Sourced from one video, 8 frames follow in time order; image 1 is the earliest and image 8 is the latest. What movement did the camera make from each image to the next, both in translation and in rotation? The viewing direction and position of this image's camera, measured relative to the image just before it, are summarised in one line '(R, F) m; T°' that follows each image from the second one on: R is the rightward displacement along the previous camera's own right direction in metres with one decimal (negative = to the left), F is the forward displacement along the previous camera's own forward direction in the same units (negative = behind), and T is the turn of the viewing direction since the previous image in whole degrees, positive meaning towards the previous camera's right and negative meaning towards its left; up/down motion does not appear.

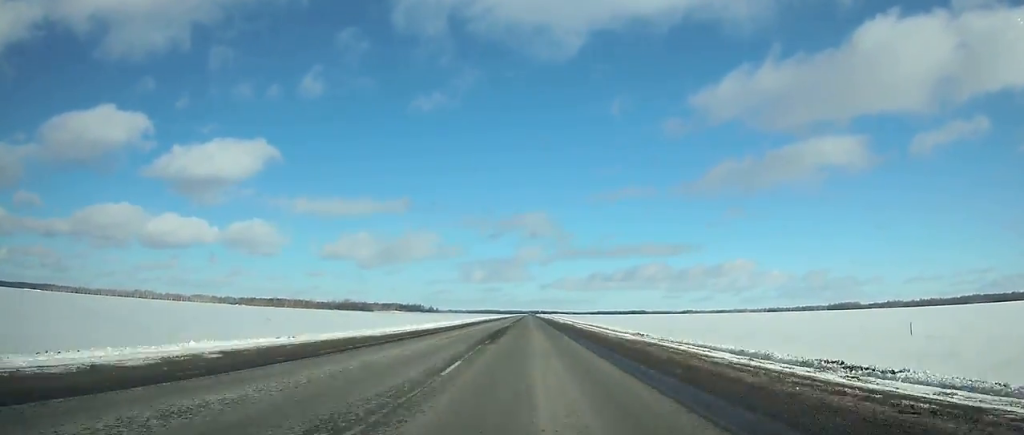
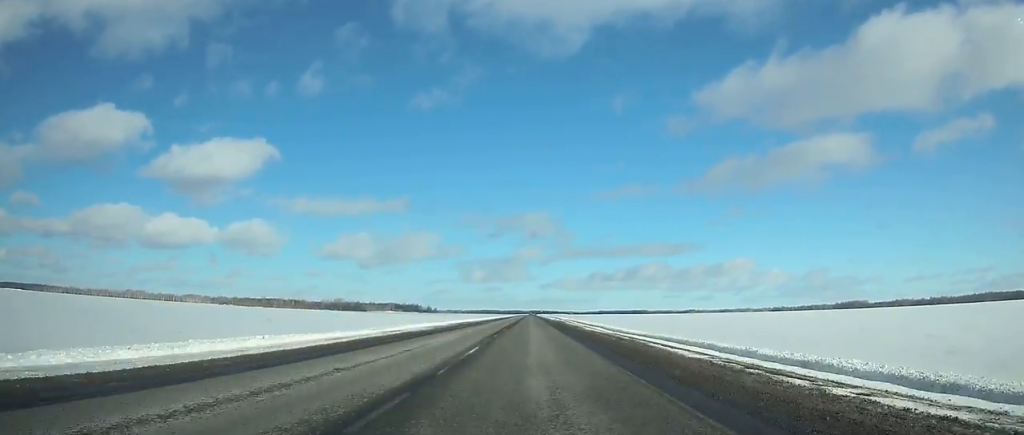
(+0.1, +42.7) m; 0°
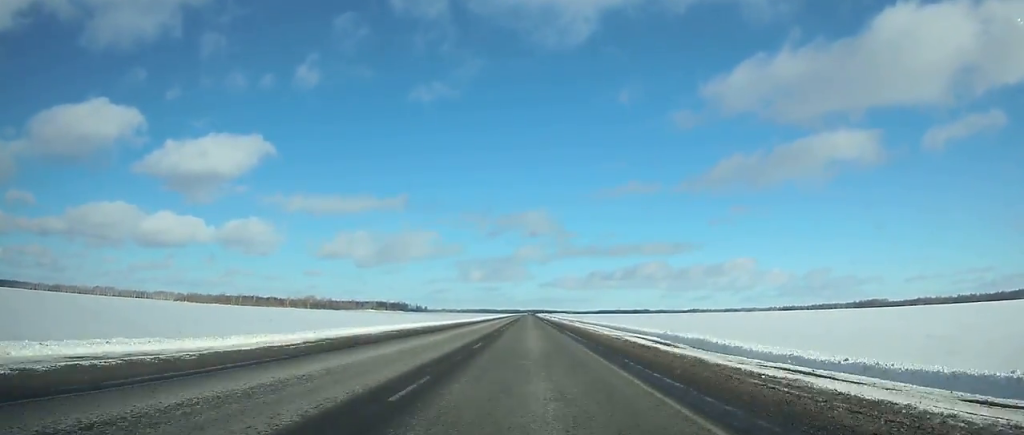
(+0.4, +119.8) m; 0°
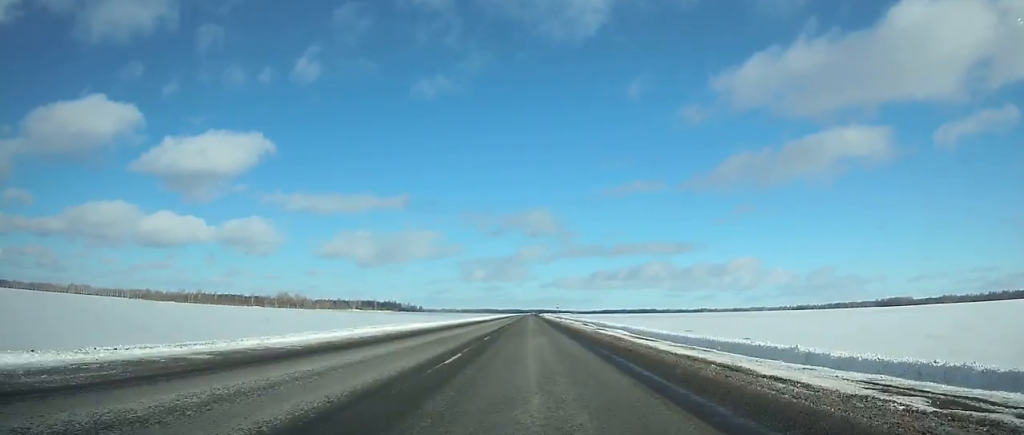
(0.0, +102.3) m; 0°
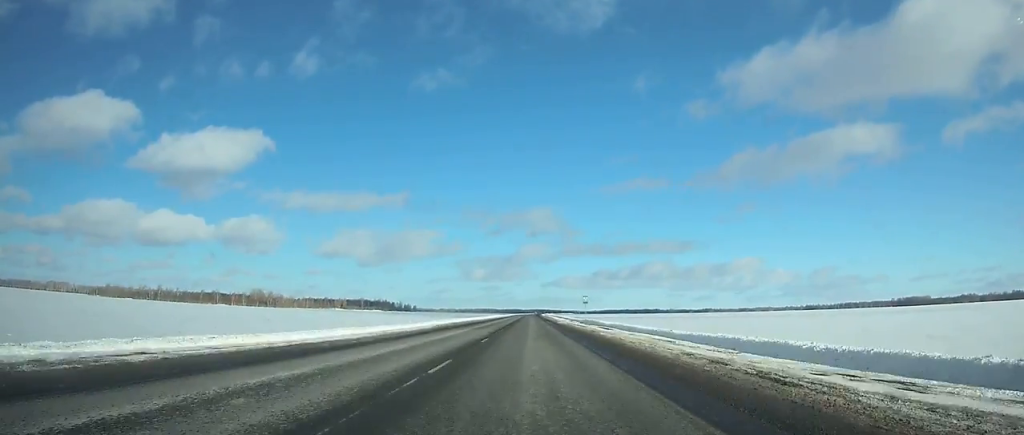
(-0.1, +74.7) m; 0°
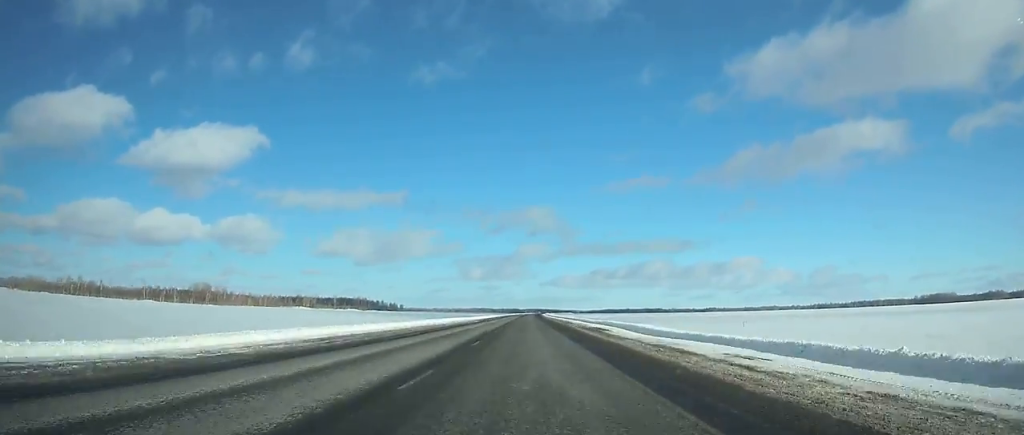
(+0.2, +108.8) m; 0°
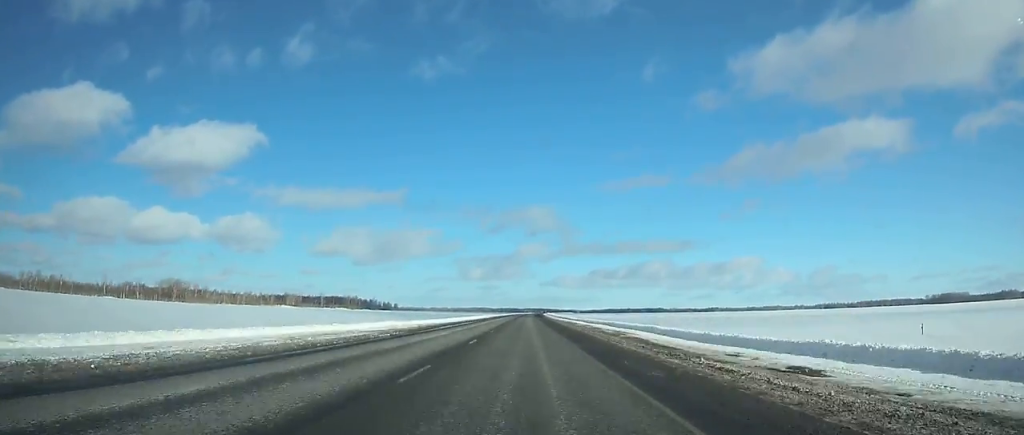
(0.0, +46.5) m; 0°
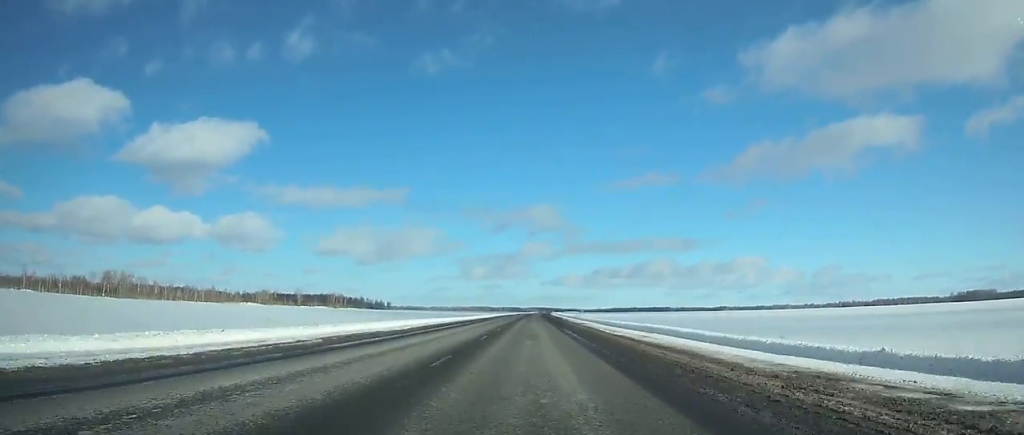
(+0.1, +80.8) m; 0°
